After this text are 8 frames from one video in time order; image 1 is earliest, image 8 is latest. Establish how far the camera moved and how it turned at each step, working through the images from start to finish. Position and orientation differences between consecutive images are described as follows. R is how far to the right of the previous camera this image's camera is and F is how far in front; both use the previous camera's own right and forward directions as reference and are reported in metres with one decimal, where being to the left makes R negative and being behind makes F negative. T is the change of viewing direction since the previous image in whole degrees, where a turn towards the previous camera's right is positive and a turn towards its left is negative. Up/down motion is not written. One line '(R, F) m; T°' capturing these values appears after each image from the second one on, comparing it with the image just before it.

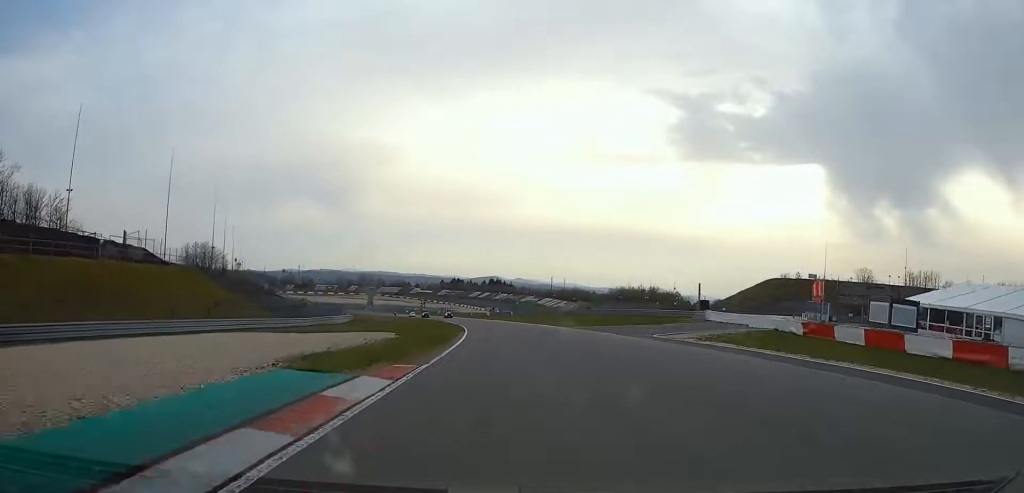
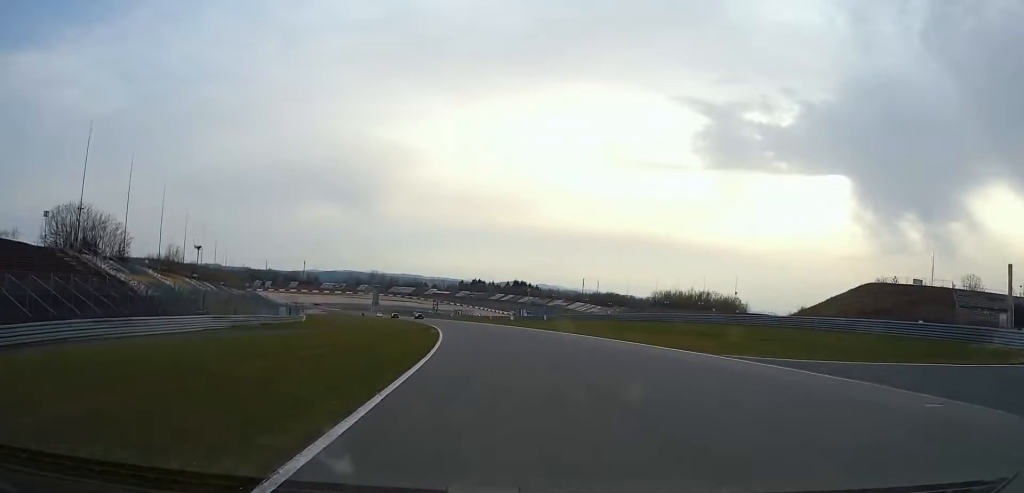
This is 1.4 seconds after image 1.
(-0.7, +54.0) m; -2°
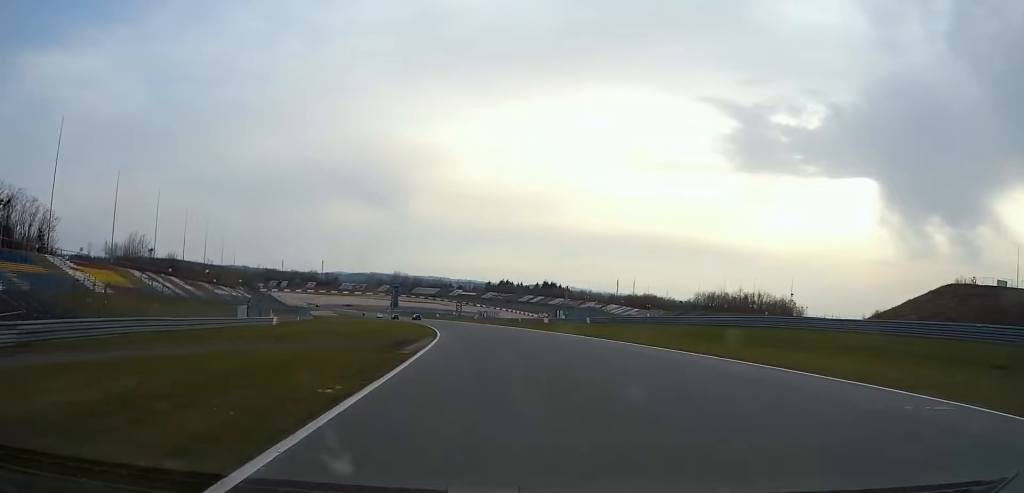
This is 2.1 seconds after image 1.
(+0.2, +27.6) m; -2°
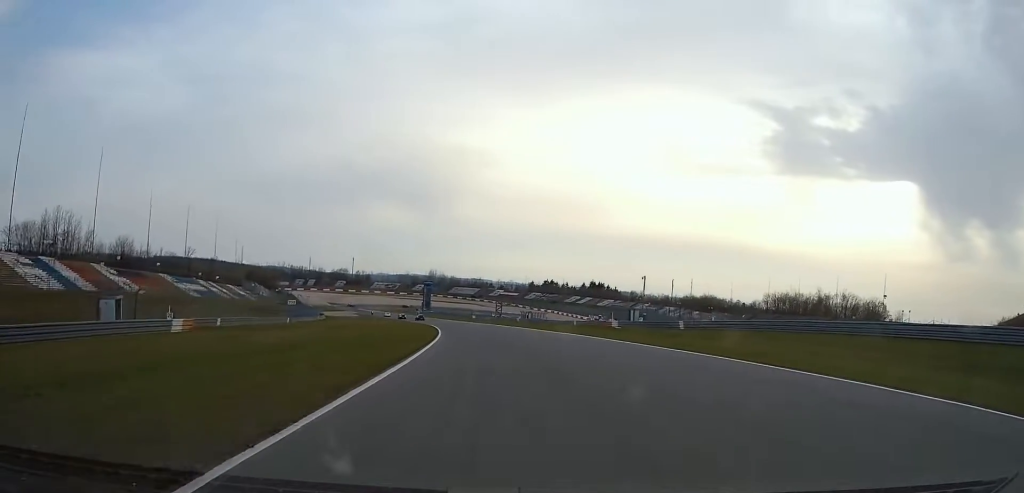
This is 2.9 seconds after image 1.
(-1.5, +34.7) m; -4°
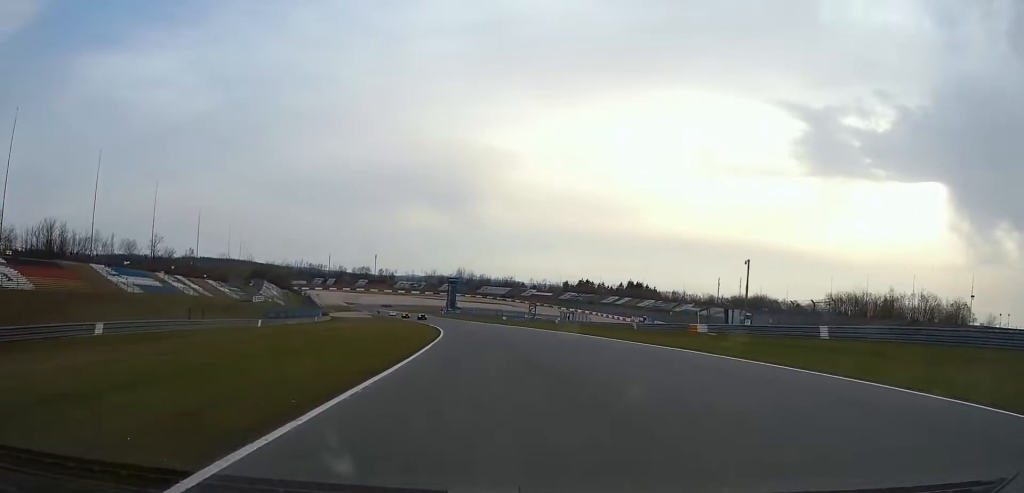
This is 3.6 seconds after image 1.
(-1.0, +28.8) m; -3°
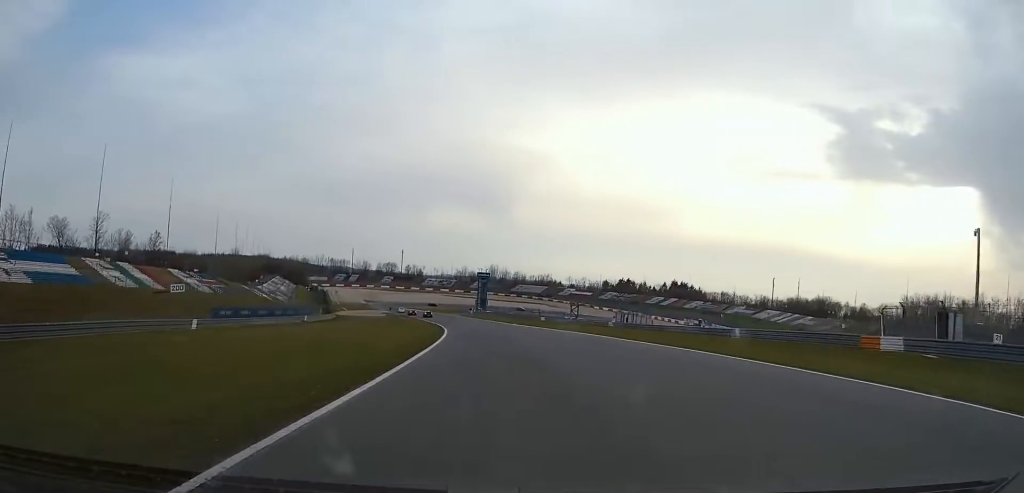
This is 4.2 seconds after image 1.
(-0.5, +29.5) m; -3°
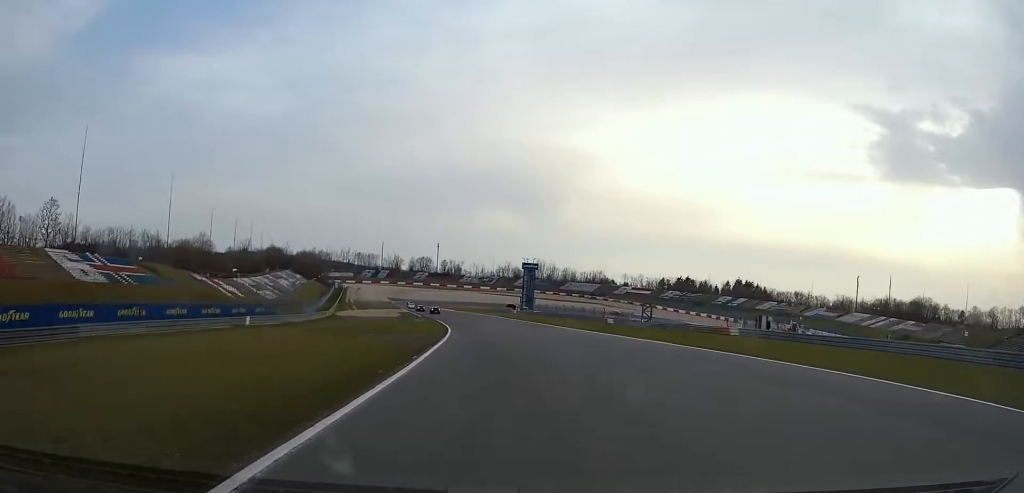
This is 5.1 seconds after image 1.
(-1.1, +42.6) m; -4°
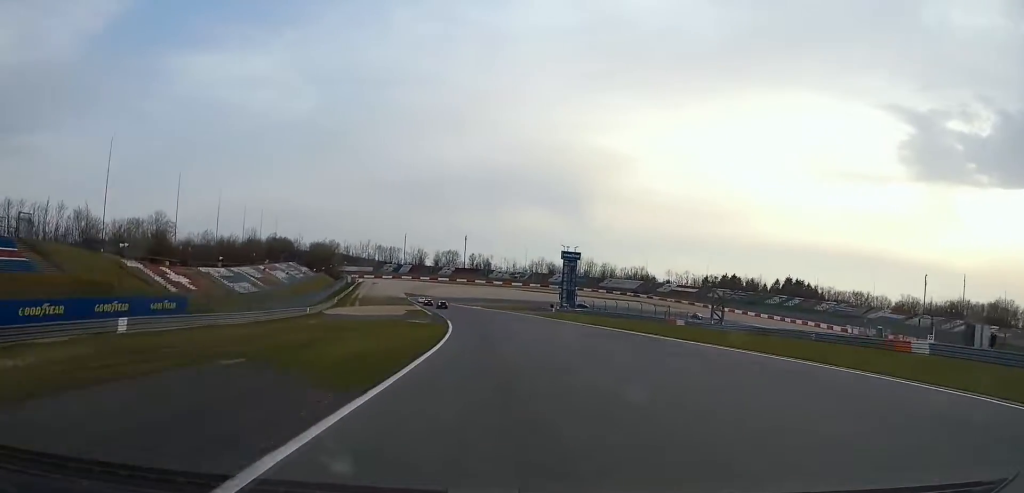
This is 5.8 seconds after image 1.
(-1.3, +30.7) m; -3°
